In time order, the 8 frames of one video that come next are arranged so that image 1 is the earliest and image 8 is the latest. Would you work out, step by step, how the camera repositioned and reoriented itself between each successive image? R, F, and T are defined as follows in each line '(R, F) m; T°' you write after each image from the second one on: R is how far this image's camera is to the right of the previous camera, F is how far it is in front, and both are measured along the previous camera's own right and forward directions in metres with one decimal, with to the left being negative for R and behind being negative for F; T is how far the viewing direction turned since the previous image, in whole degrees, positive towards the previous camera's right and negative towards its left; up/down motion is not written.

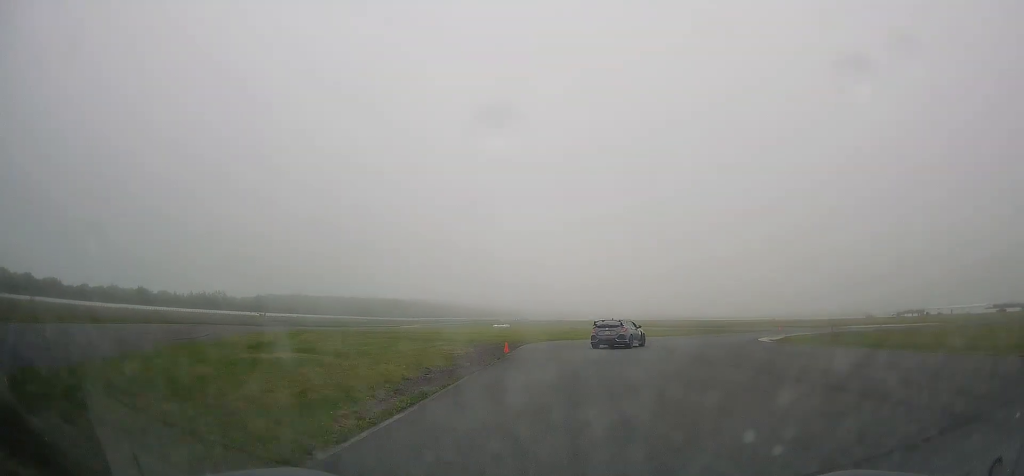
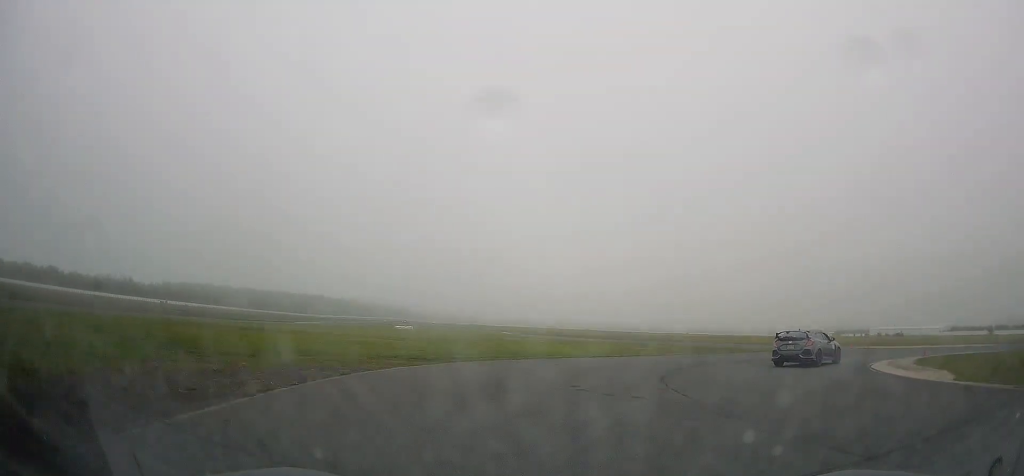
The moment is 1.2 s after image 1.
(+2.2, +24.2) m; +15°
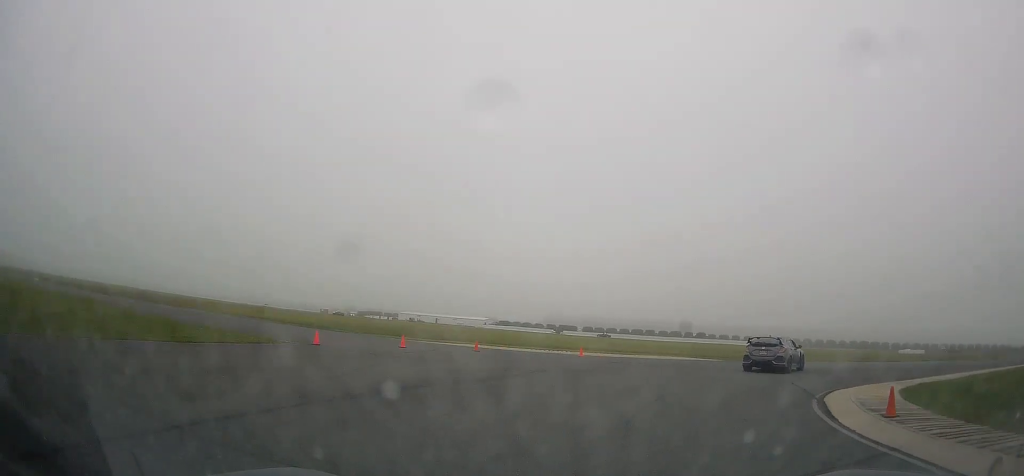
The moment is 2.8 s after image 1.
(+7.8, +22.6) m; +44°
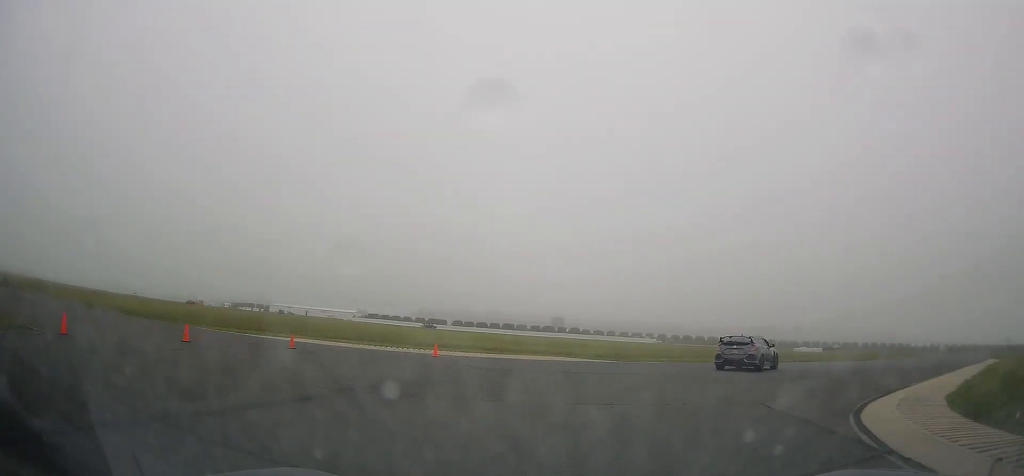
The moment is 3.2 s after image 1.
(+0.9, +6.6) m; +13°
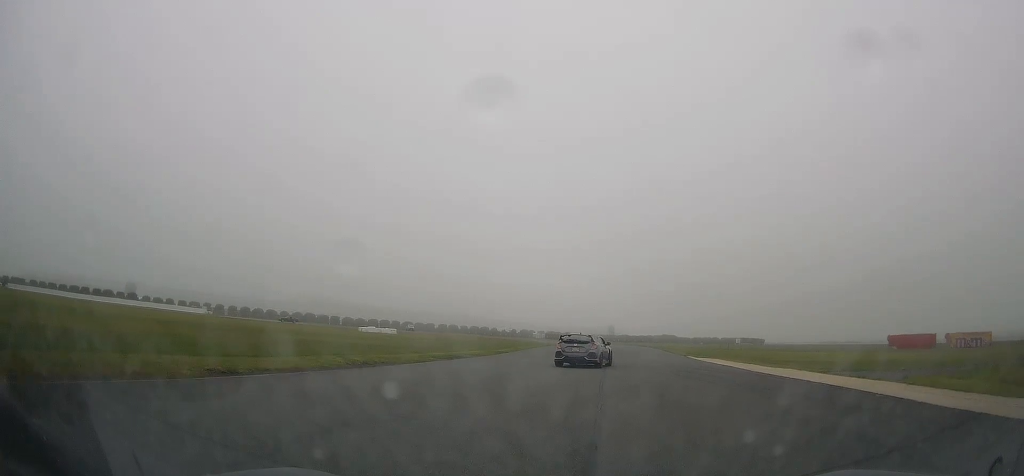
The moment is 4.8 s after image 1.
(+9.6, +23.7) m; +39°
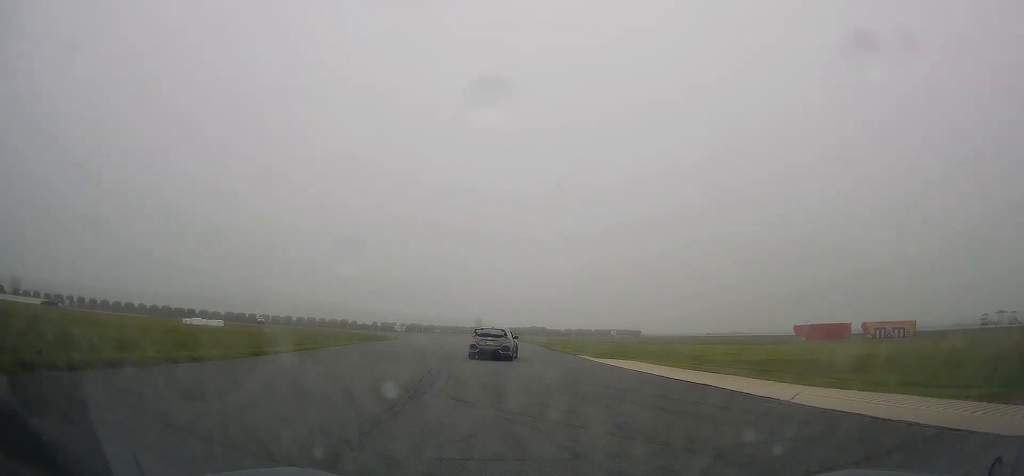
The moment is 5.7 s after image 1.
(+2.8, +17.7) m; +10°
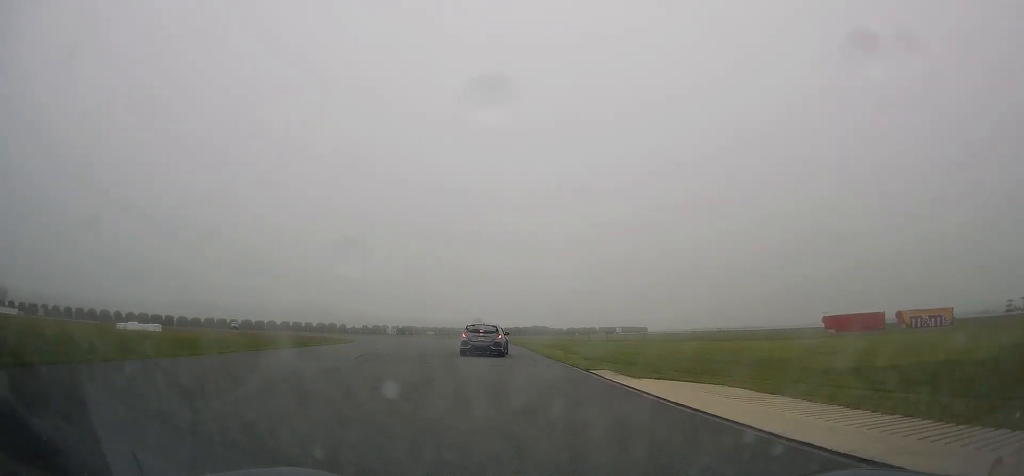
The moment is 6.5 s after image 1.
(+0.3, +15.8) m; 0°
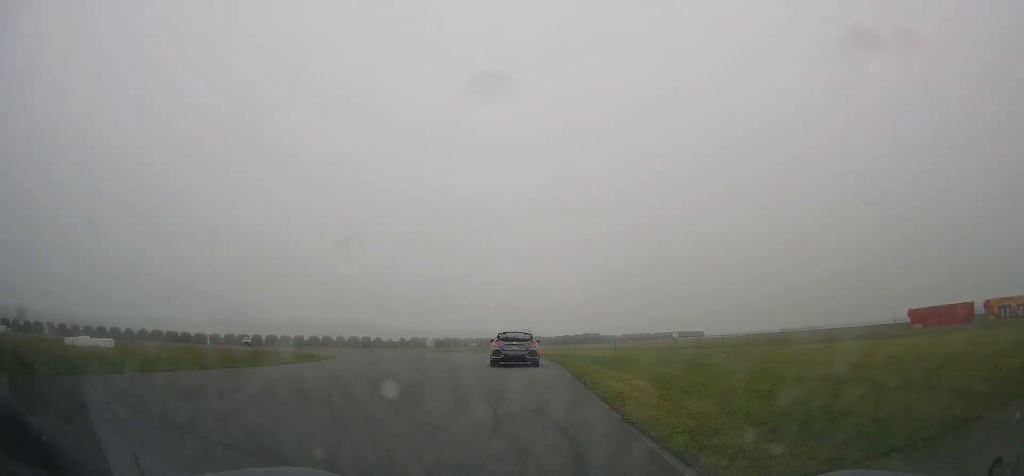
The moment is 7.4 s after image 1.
(-0.4, +16.8) m; -3°
